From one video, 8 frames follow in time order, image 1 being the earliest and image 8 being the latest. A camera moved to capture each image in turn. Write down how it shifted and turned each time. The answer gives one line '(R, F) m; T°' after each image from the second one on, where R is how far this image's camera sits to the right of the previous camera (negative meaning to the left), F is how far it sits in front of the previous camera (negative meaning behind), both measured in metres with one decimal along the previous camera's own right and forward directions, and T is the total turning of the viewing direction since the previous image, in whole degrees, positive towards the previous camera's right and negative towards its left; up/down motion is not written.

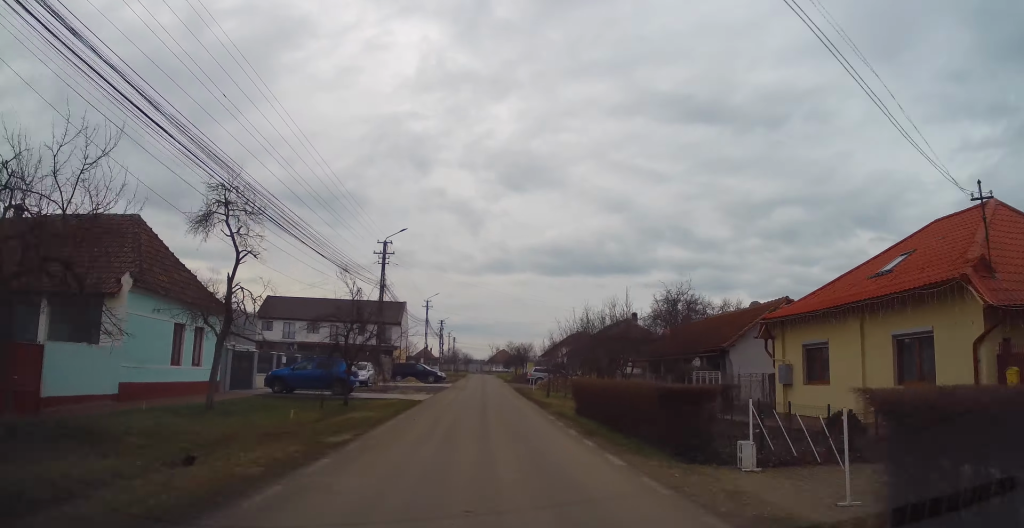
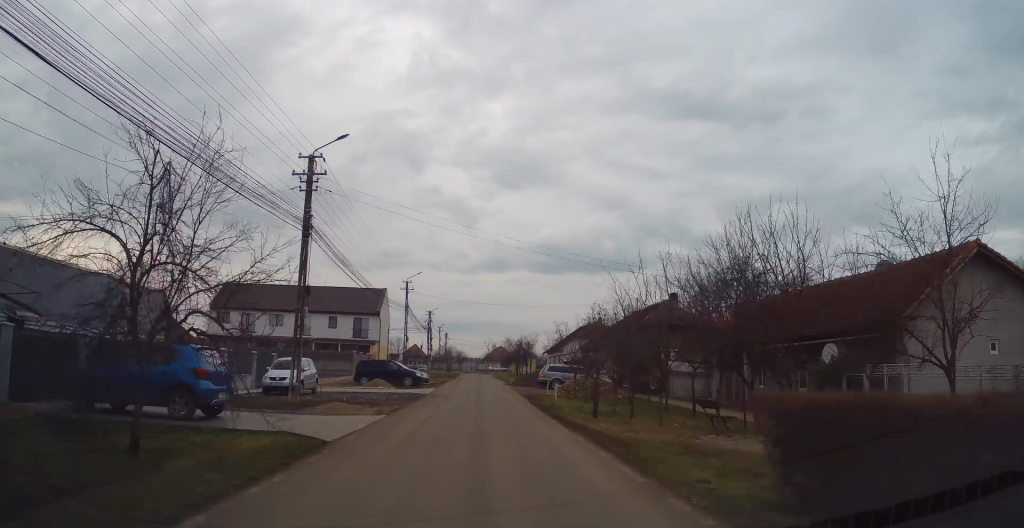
(+0.1, +13.8) m; +1°
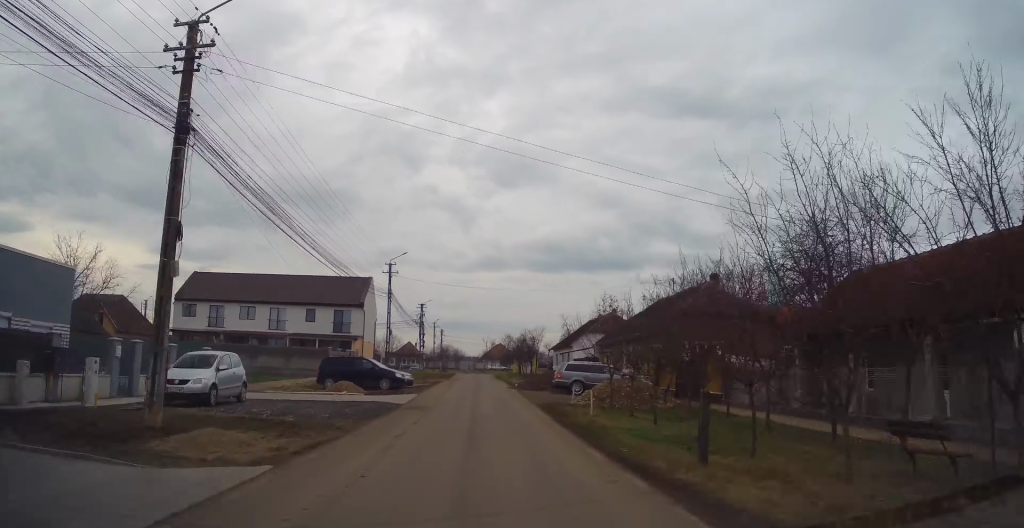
(+0.1, +8.8) m; +1°
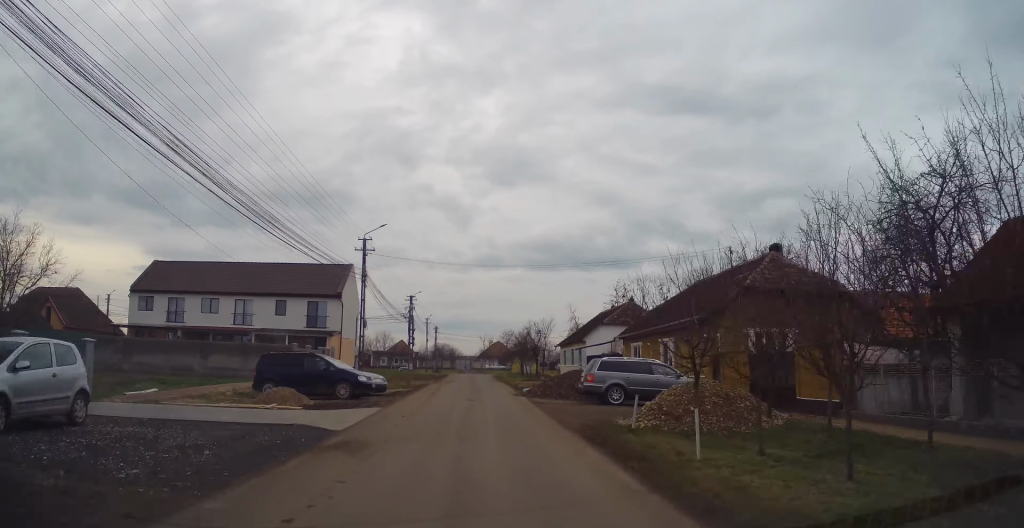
(0.0, +9.0) m; -1°
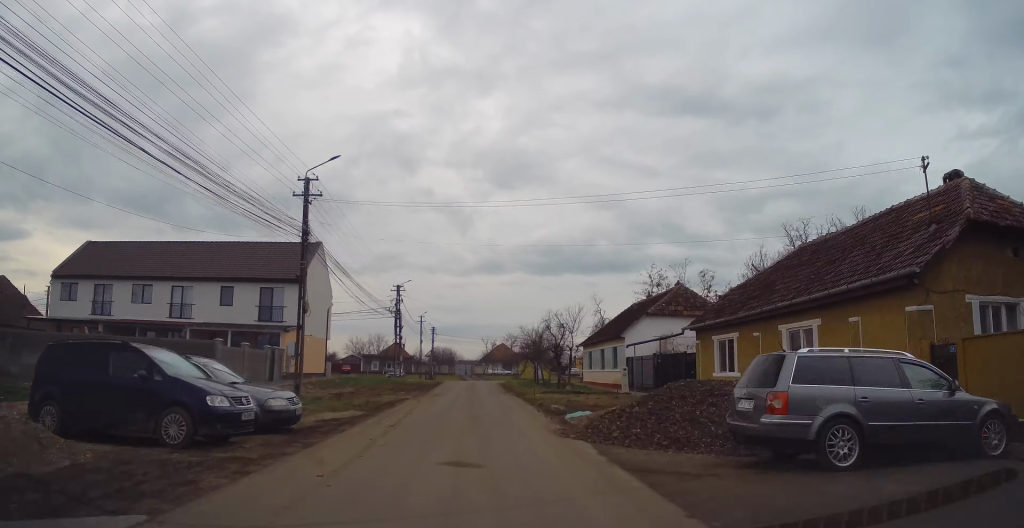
(-0.4, +13.5) m; -1°
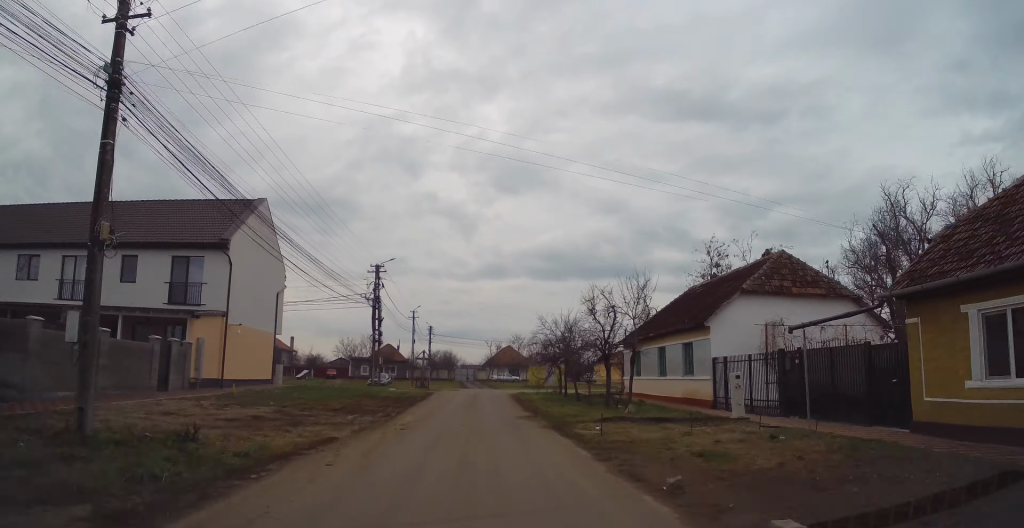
(+0.2, +13.7) m; +1°
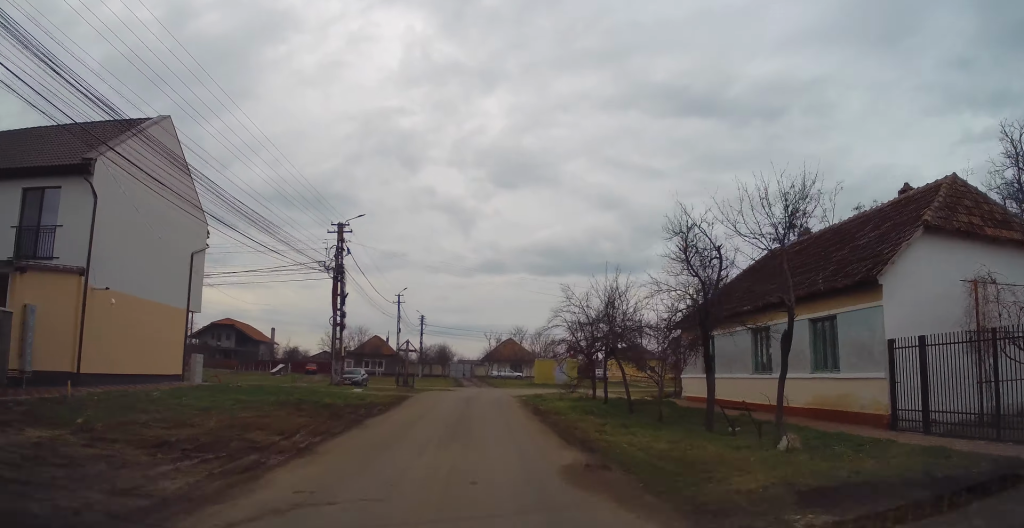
(+0.2, +11.2) m; -1°
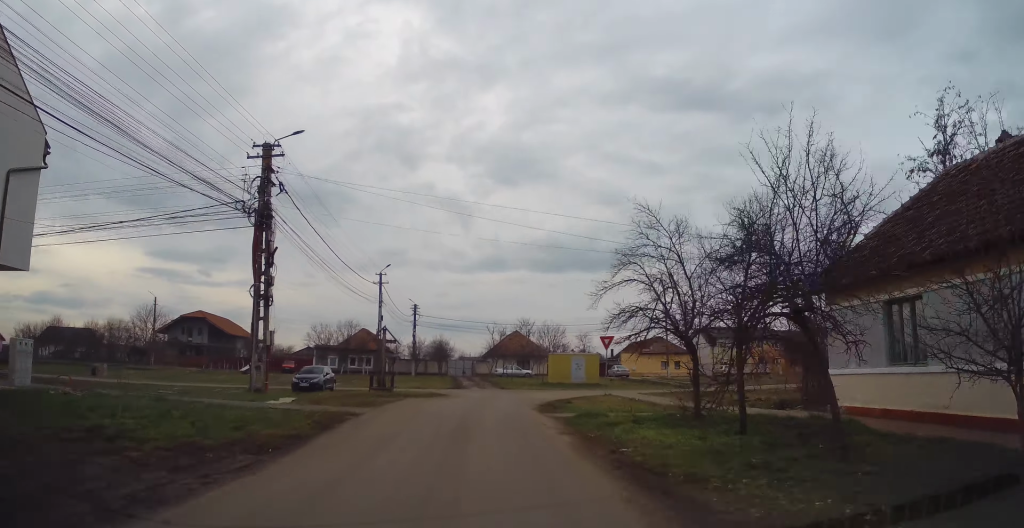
(-0.3, +11.9) m; -1°
